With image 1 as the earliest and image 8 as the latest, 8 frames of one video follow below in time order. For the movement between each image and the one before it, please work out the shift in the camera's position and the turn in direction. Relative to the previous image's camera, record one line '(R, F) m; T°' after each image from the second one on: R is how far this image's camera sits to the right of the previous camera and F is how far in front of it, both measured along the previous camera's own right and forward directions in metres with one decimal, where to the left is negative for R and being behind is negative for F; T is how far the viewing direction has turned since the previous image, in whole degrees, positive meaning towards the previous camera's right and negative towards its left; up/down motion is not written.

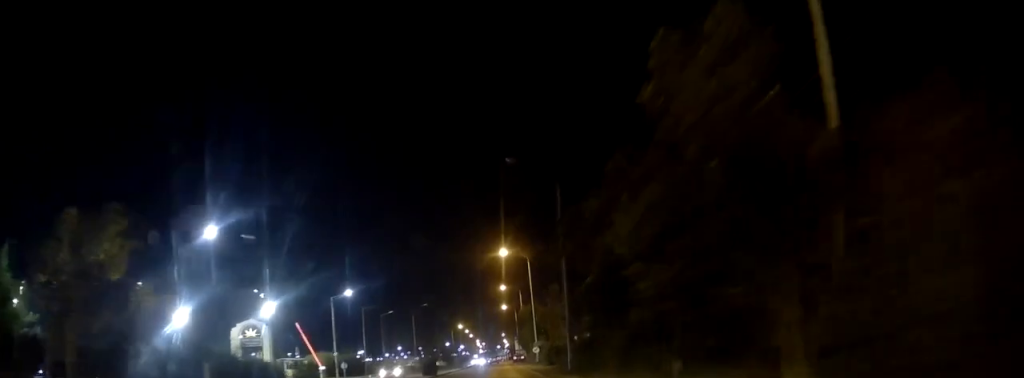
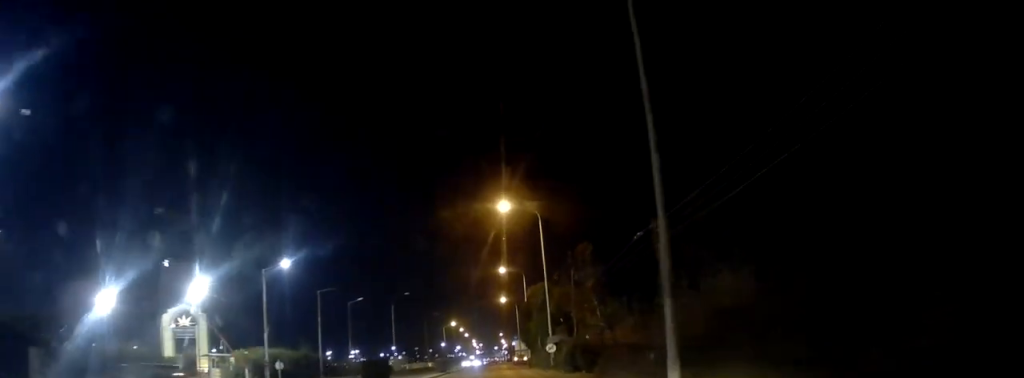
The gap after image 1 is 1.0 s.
(+0.2, +19.7) m; 0°
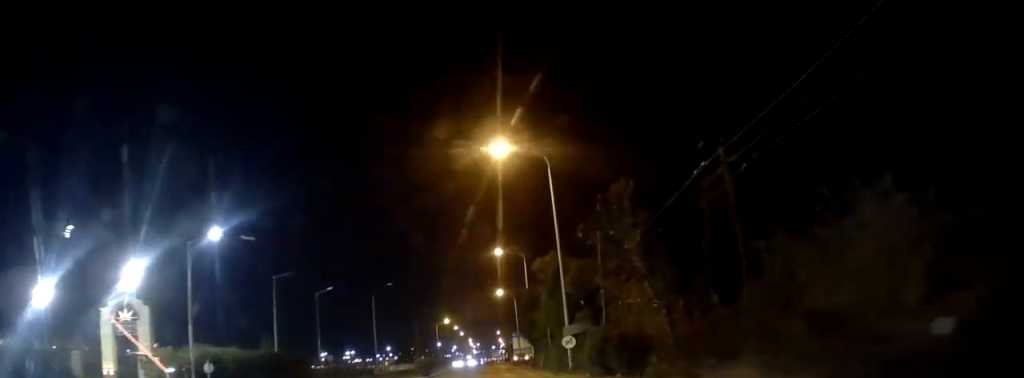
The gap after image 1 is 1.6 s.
(-0.1, +12.1) m; -1°
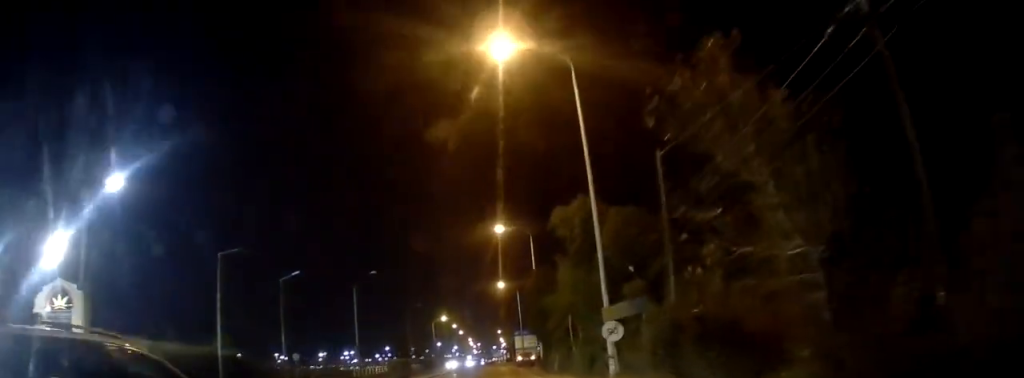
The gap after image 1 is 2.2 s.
(0.0, +11.1) m; -1°
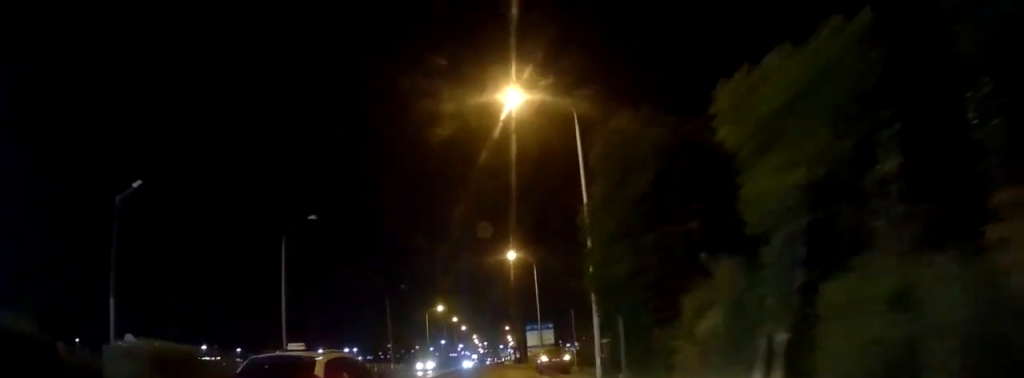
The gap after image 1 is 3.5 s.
(-0.4, +26.0) m; 0°
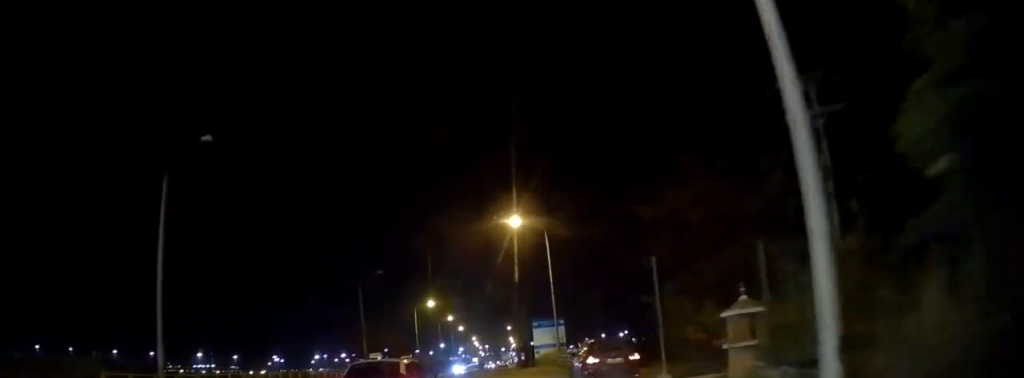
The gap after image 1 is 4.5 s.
(+0.2, +17.7) m; +1°
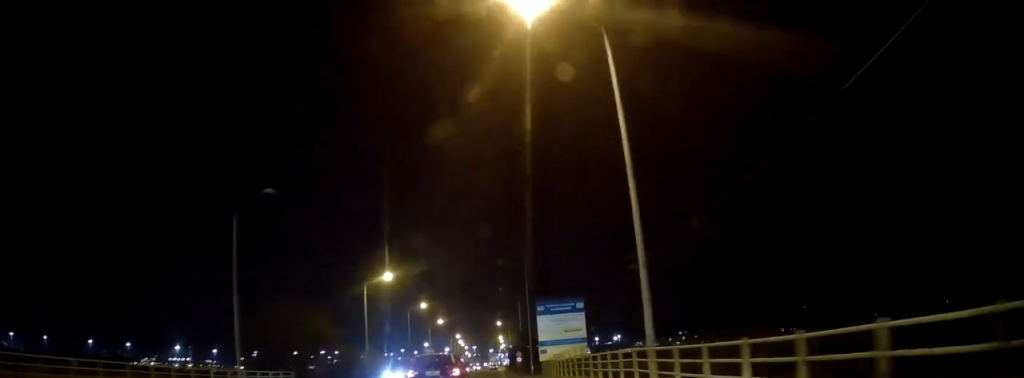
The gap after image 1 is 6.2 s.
(+0.7, +32.7) m; +2°
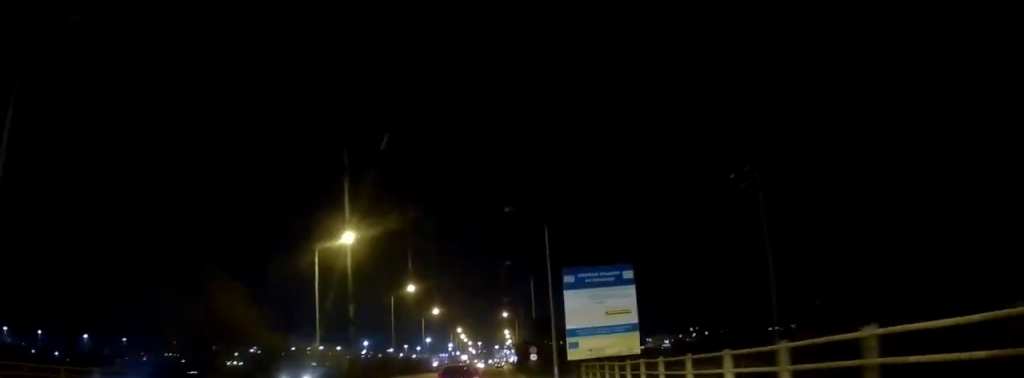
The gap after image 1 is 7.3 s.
(-0.2, +21.9) m; -1°
